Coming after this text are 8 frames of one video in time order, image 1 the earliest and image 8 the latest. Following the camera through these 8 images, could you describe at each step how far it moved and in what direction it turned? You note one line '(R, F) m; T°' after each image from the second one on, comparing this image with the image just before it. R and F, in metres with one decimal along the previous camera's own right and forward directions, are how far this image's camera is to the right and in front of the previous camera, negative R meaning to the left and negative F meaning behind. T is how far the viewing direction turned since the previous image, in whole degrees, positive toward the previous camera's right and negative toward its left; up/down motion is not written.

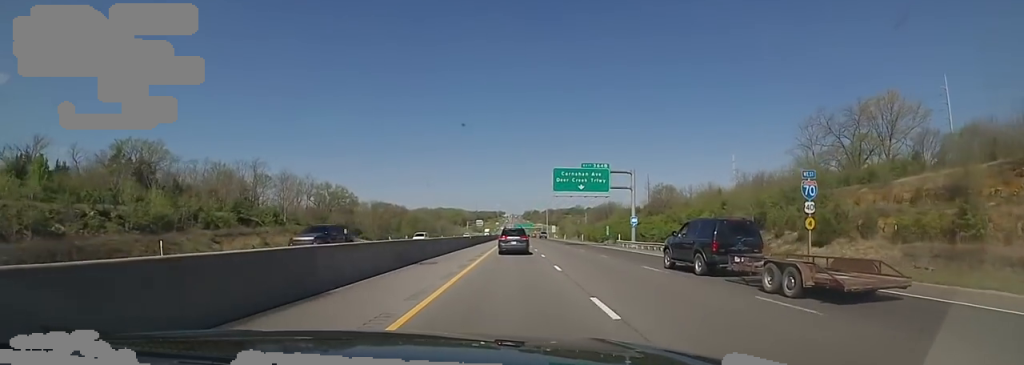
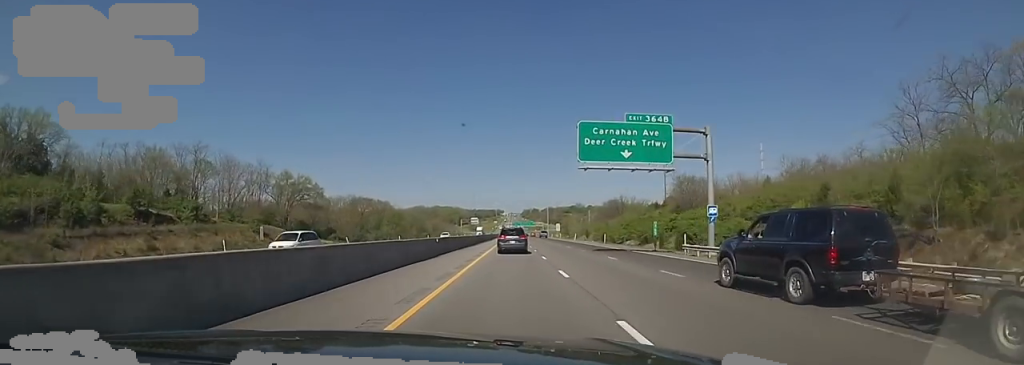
(+0.4, +22.3) m; +1°
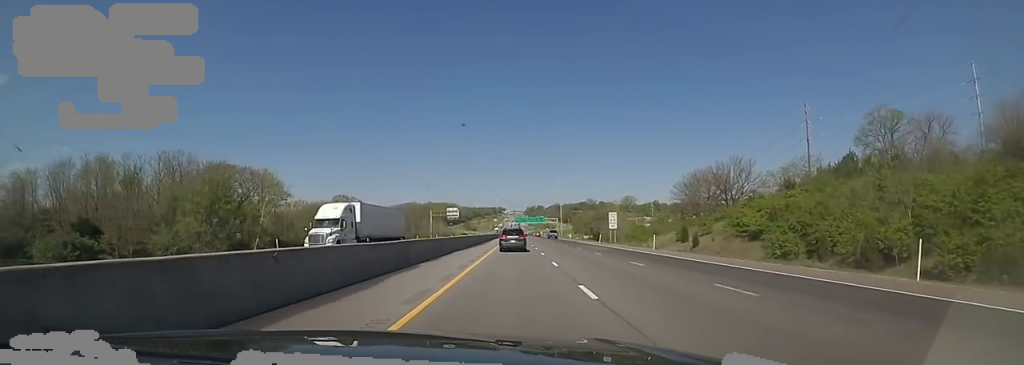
(-1.8, +82.4) m; -3°
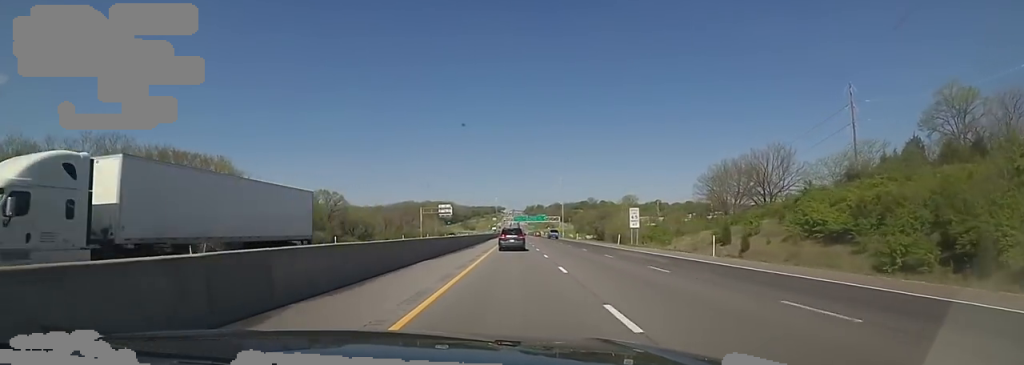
(0.0, +13.2) m; 0°
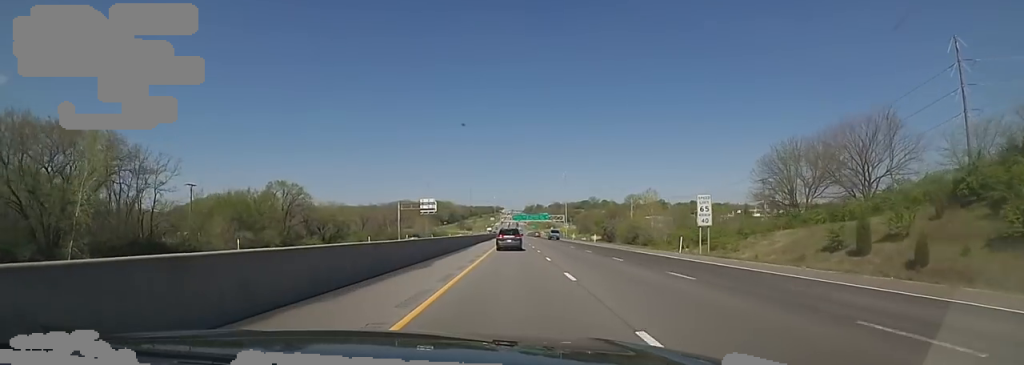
(0.0, +22.0) m; 0°
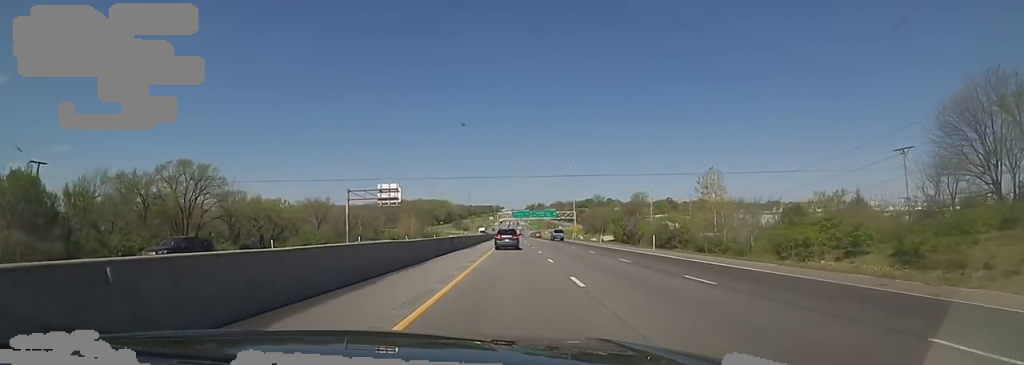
(0.0, +31.1) m; +2°
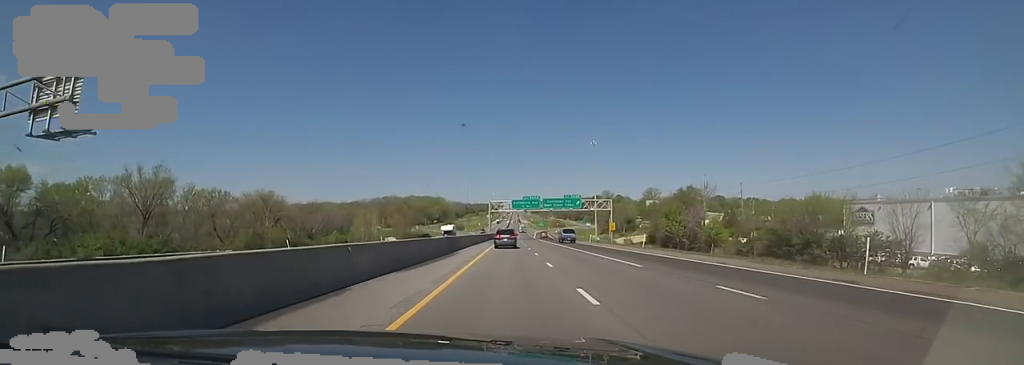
(+1.0, +52.5) m; -1°
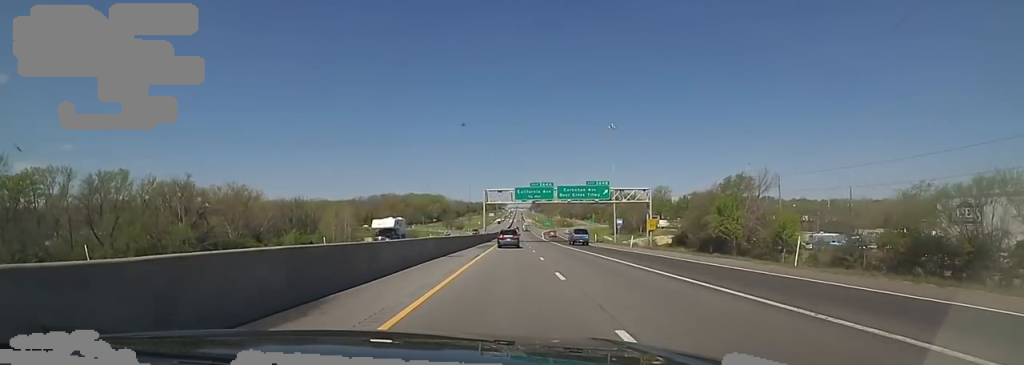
(-0.6, +24.6) m; -1°
